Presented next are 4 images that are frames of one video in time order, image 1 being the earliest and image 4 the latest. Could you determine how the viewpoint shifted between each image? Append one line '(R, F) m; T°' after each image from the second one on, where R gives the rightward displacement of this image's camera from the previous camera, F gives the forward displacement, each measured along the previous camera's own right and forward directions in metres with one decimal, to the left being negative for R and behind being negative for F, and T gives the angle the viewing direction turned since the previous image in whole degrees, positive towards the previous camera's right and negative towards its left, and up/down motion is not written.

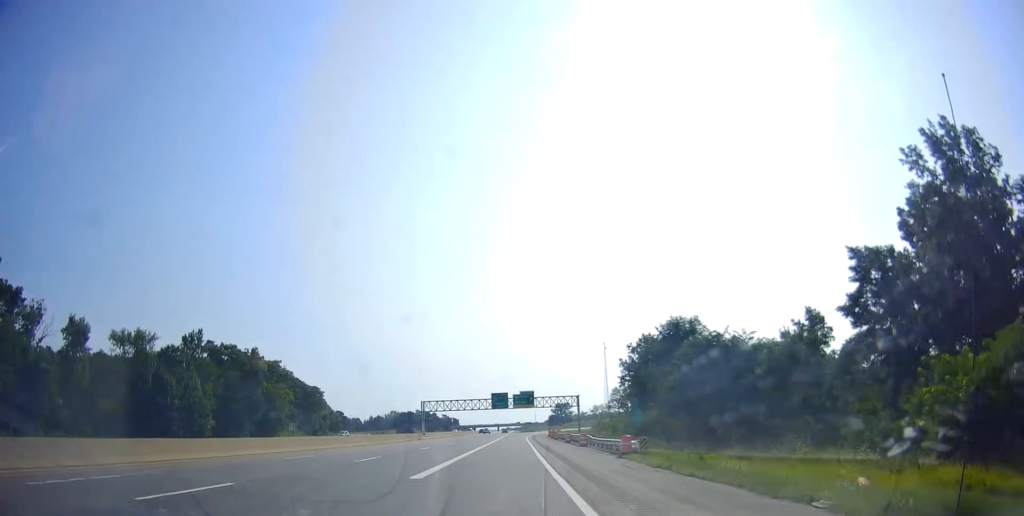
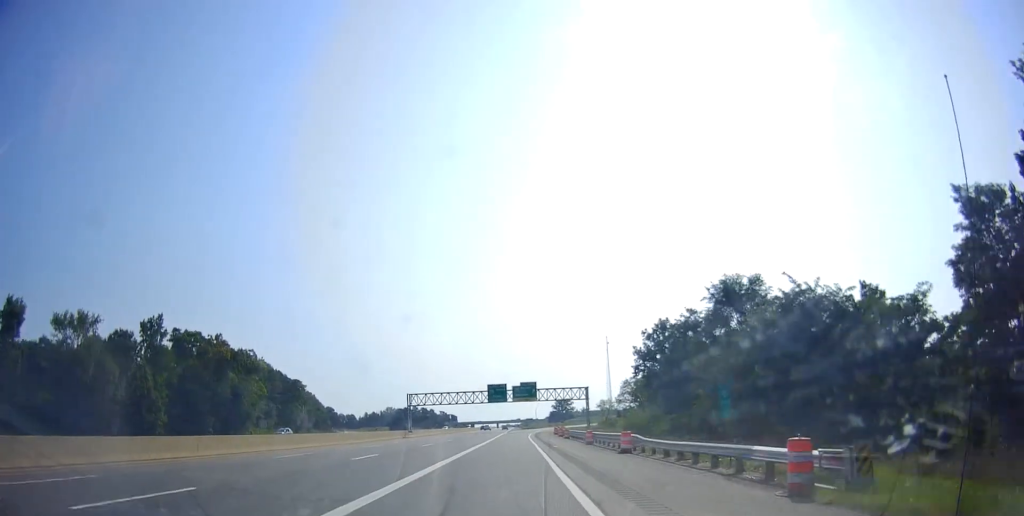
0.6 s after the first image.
(-0.1, +16.4) m; 0°
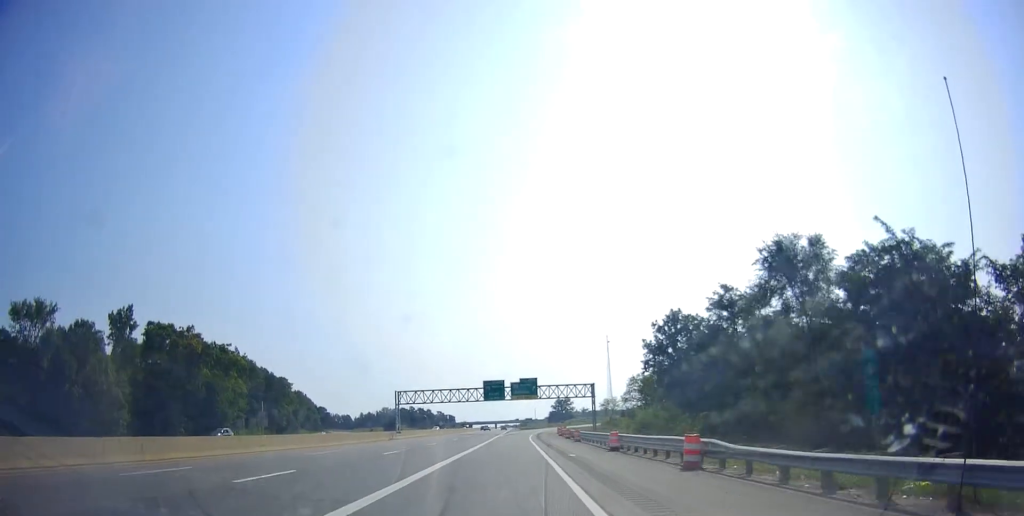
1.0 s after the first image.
(-0.1, +10.4) m; 0°
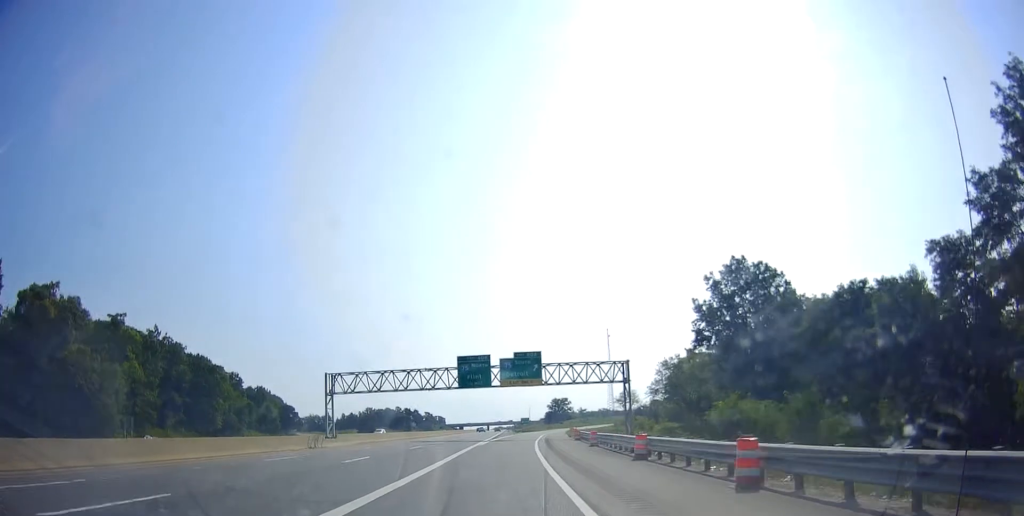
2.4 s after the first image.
(+0.3, +35.6) m; +2°
